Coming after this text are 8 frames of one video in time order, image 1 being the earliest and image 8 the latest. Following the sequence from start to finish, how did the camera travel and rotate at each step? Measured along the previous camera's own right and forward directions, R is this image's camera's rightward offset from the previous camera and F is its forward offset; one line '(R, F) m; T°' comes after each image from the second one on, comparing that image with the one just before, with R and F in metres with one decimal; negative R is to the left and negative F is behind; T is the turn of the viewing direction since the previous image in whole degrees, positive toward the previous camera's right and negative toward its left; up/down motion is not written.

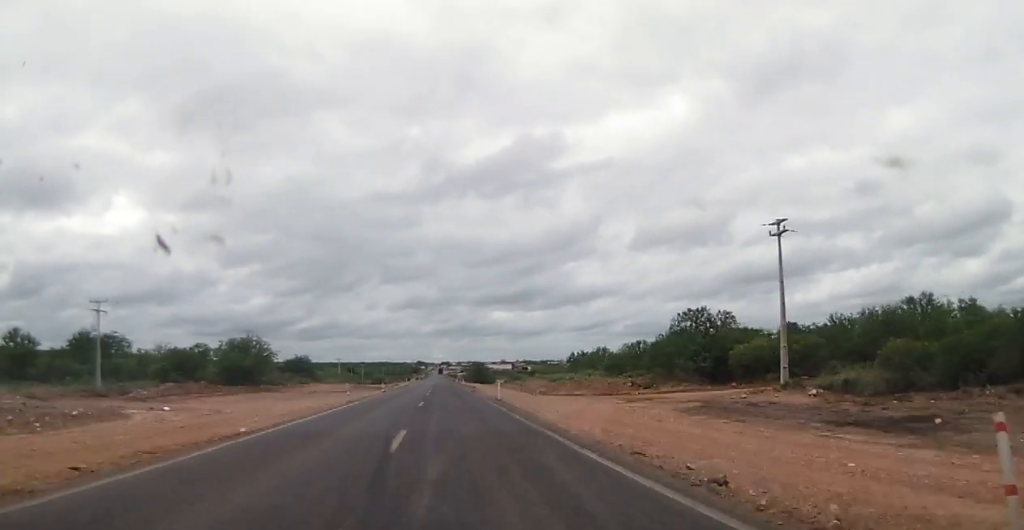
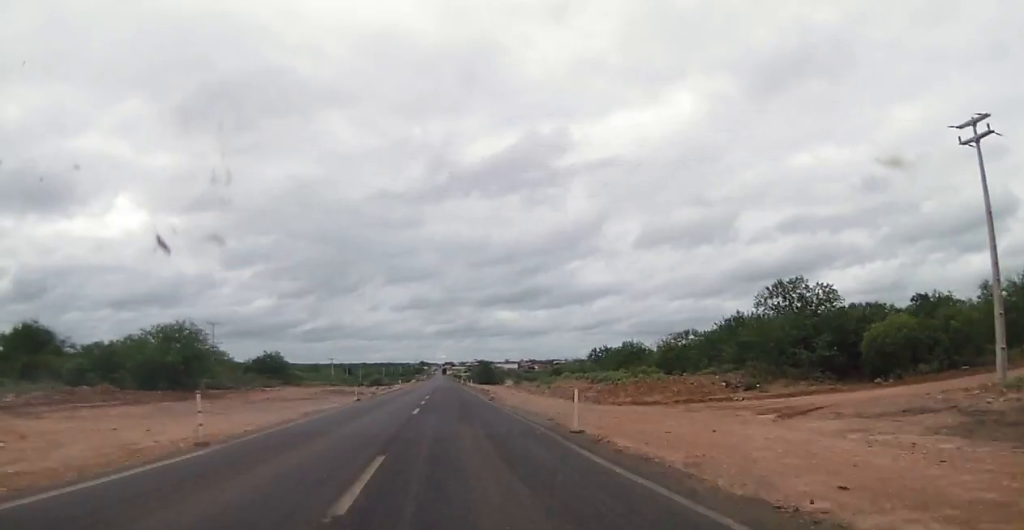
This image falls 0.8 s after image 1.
(-0.1, +23.6) m; 0°
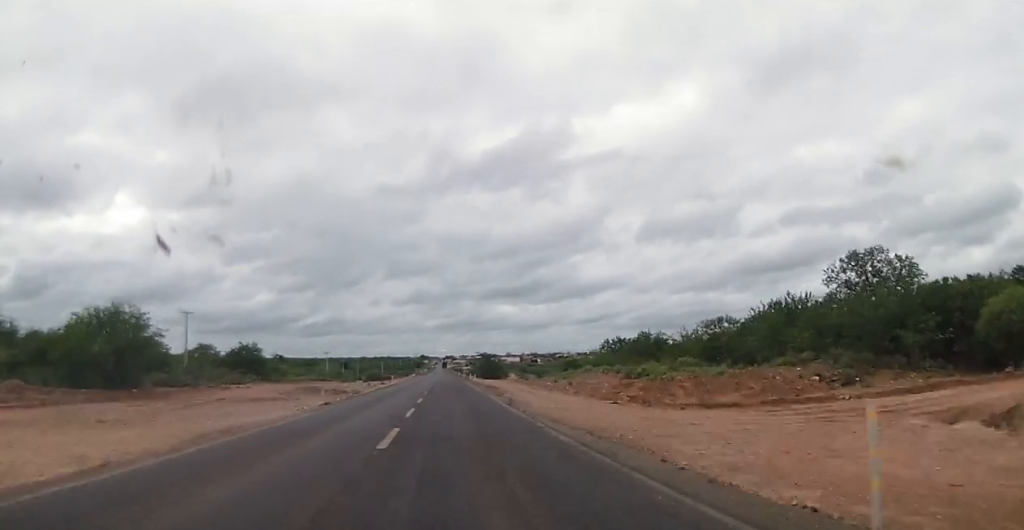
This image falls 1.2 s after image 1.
(0.0, +12.6) m; 0°
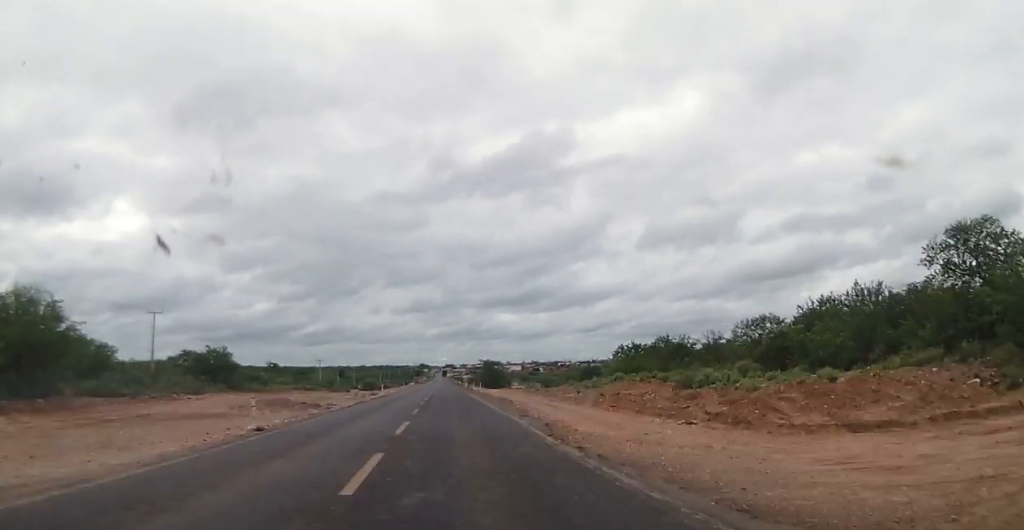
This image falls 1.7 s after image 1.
(0.0, +12.5) m; 0°
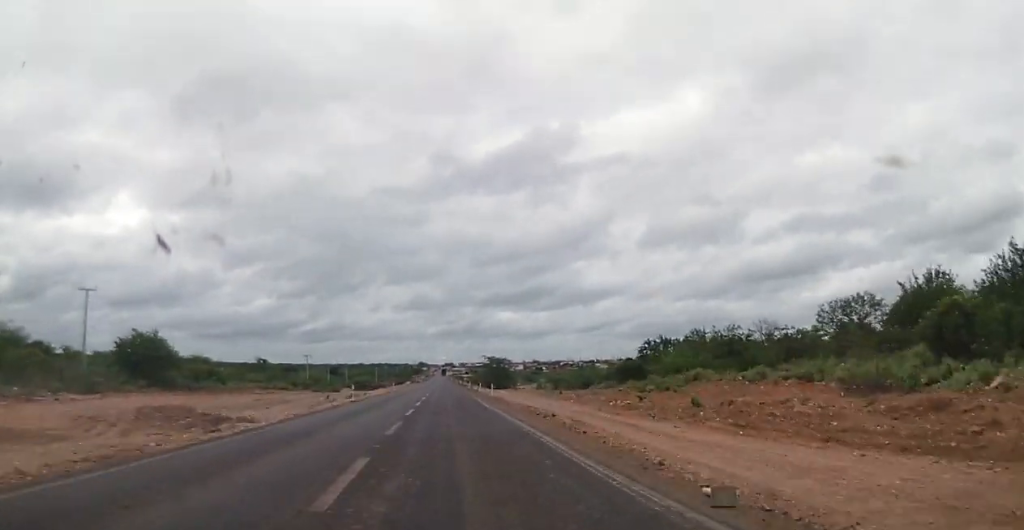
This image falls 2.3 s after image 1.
(0.0, +18.6) m; 0°
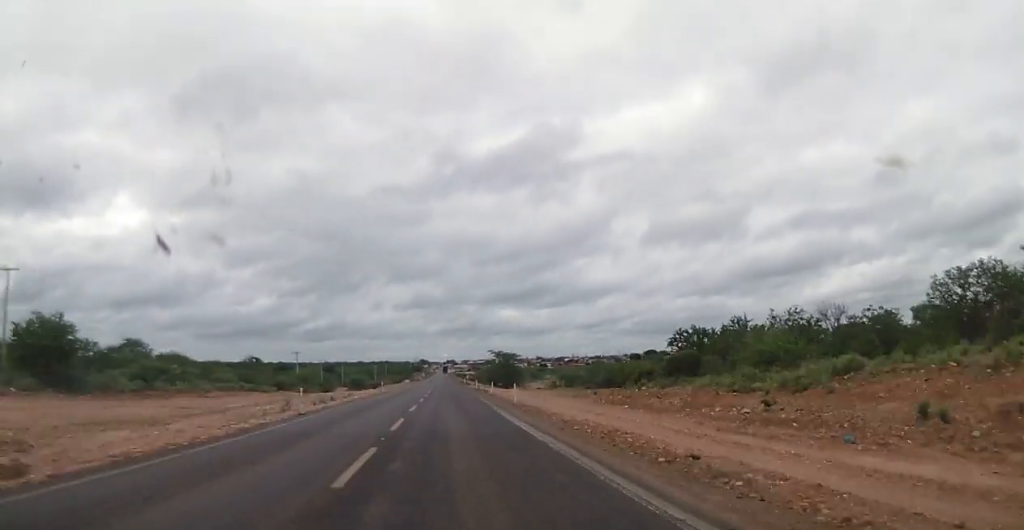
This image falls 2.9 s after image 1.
(+0.1, +15.5) m; 0°
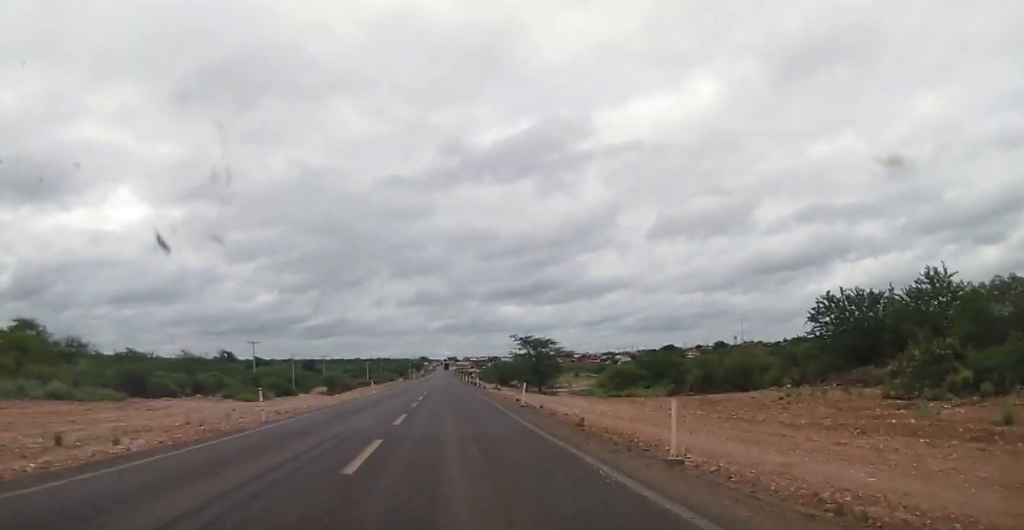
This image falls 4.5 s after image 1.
(-0.5, +41.3) m; -1°
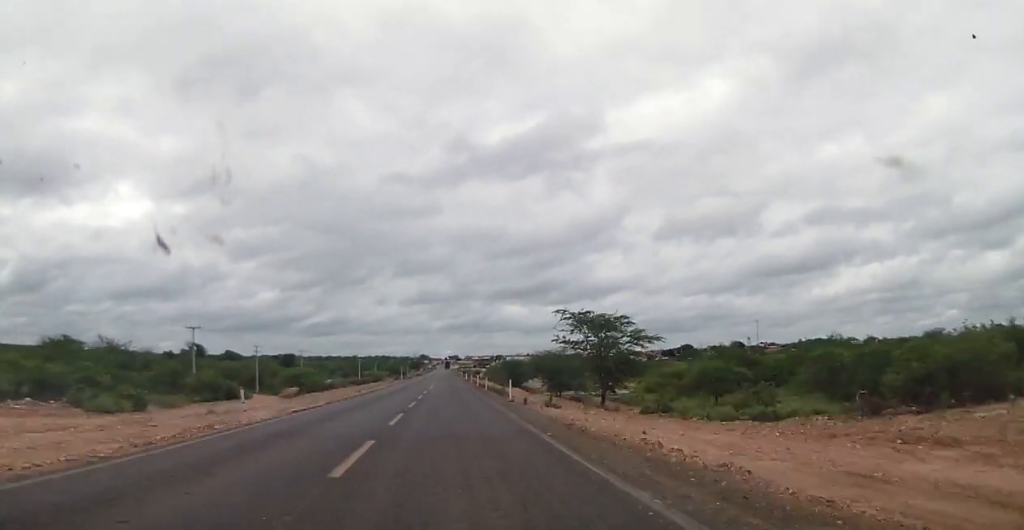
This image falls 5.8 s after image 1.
(+0.2, +33.1) m; 0°
